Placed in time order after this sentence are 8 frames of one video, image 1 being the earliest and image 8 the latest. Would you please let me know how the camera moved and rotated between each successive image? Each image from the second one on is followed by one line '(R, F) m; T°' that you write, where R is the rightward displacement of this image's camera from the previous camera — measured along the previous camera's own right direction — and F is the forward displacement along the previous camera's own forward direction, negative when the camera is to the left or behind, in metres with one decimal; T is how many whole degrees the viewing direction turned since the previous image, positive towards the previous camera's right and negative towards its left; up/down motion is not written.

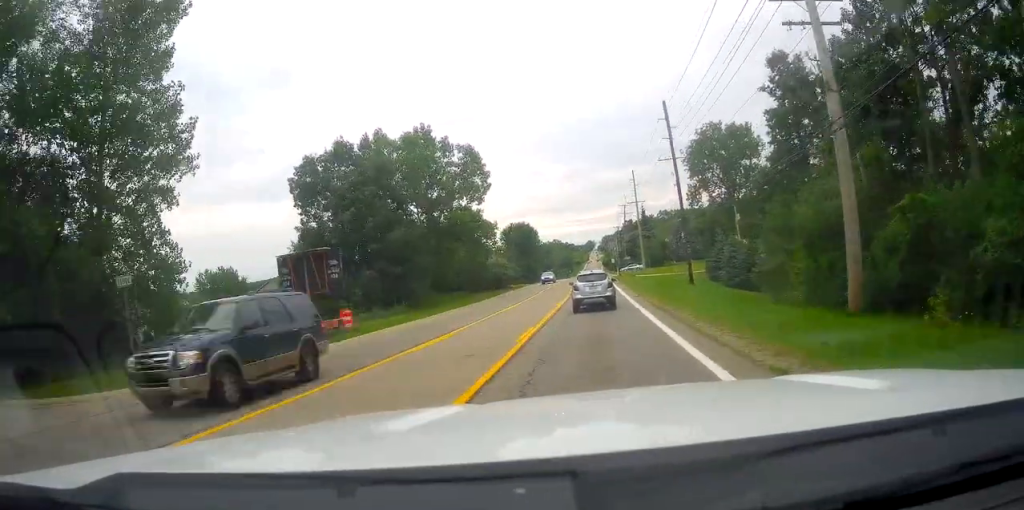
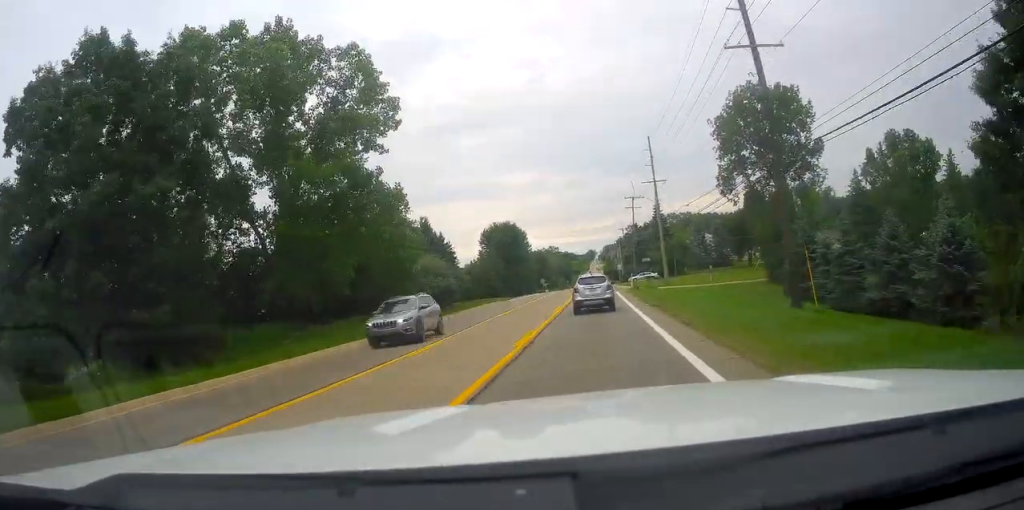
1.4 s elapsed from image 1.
(+1.0, +30.0) m; +2°
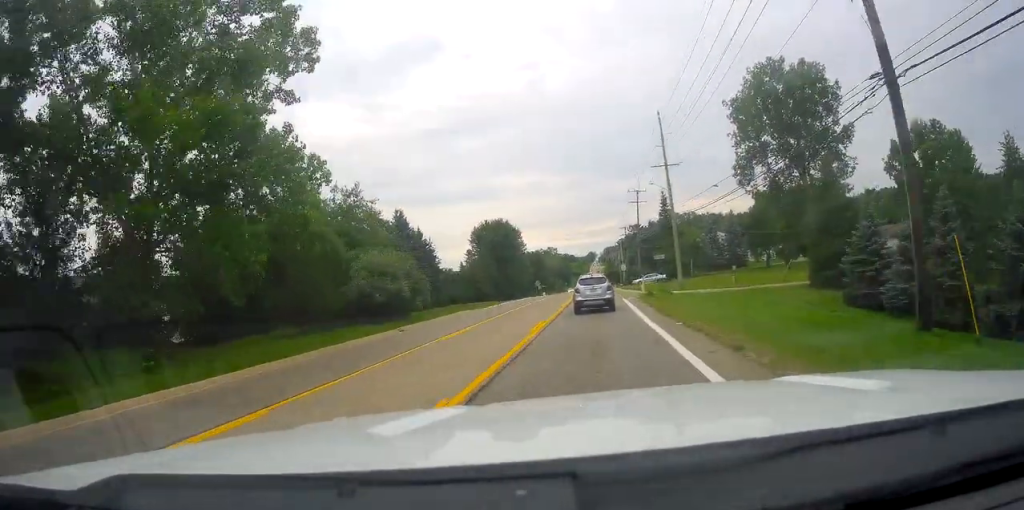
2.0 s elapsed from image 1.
(-0.2, +11.5) m; -1°
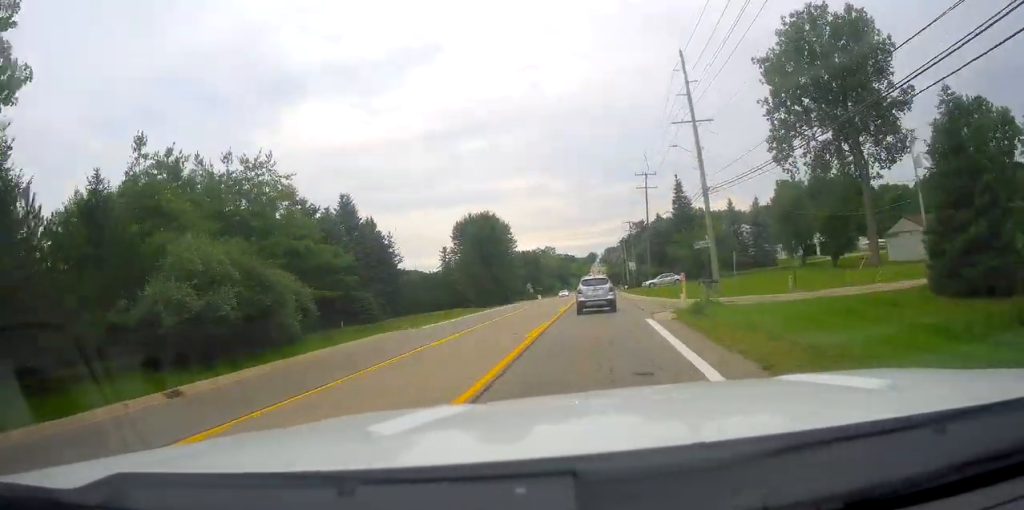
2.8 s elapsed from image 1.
(-0.2, +17.2) m; -1°
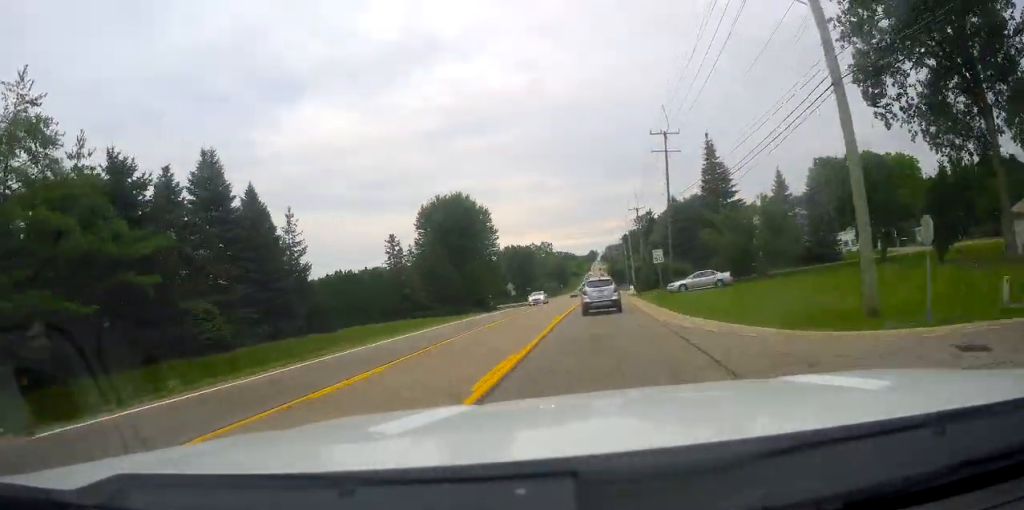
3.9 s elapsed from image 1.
(0.0, +23.5) m; +1°
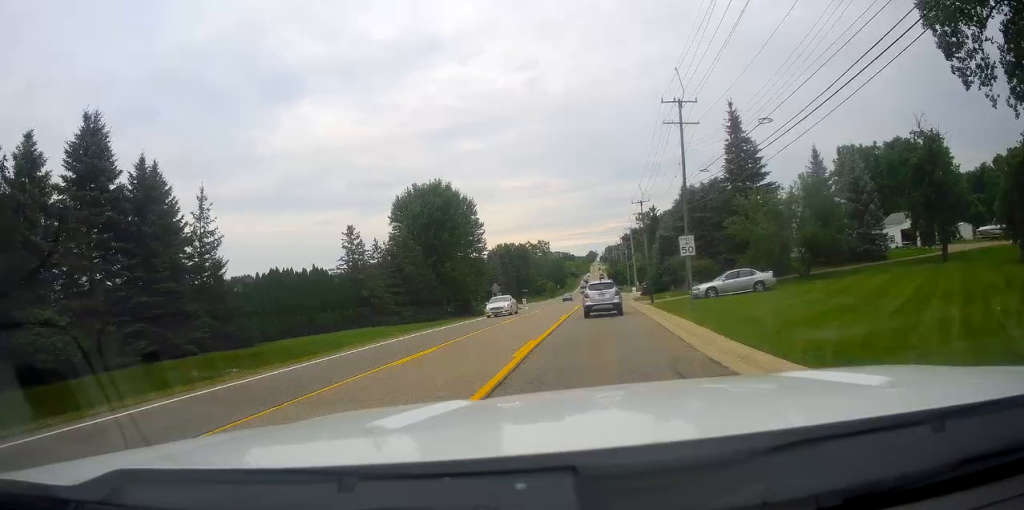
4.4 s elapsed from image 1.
(+0.3, +11.3) m; 0°
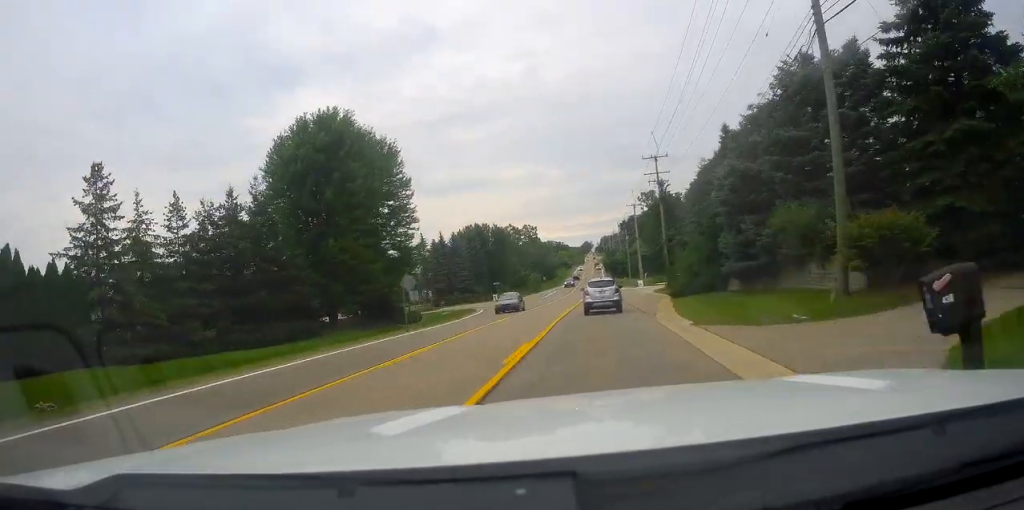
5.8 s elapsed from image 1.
(-0.7, +30.6) m; -1°
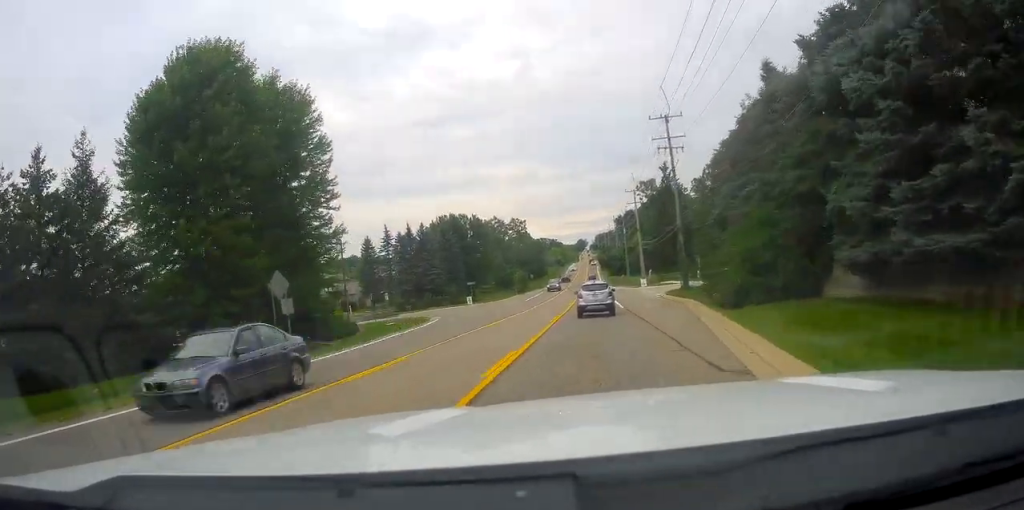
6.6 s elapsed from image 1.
(-0.2, +15.8) m; +1°
